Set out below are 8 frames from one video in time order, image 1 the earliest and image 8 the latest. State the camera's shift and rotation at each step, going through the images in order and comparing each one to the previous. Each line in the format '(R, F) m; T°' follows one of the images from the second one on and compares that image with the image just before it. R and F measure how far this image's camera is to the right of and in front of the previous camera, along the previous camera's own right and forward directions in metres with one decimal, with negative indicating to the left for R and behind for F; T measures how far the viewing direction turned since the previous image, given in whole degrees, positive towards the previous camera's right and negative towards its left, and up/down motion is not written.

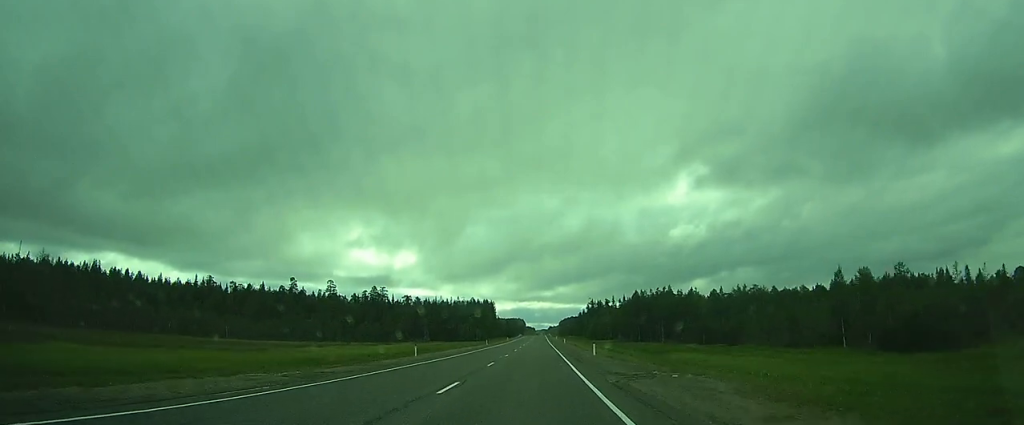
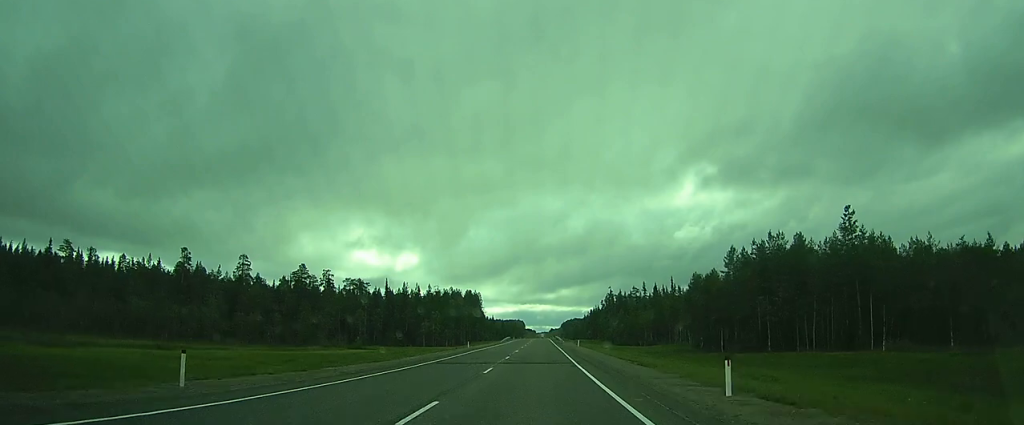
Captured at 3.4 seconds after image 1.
(0.0, +79.7) m; -1°
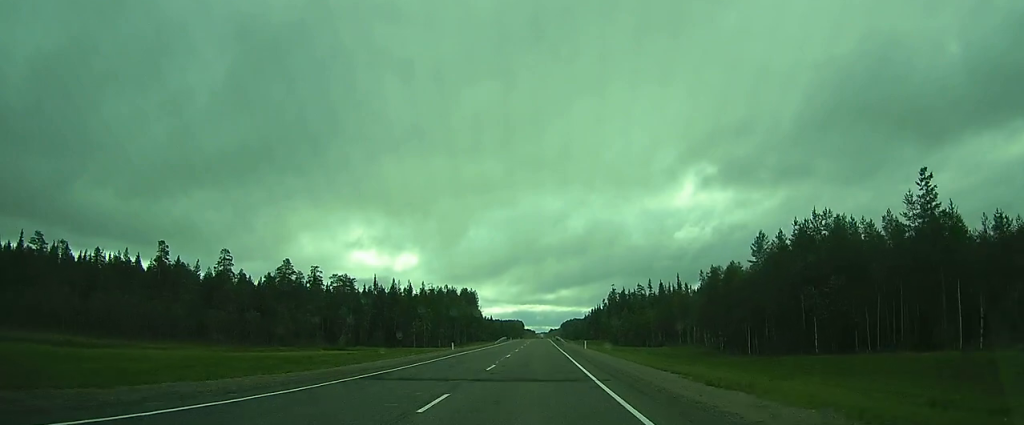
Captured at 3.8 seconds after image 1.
(0.0, +11.1) m; 0°
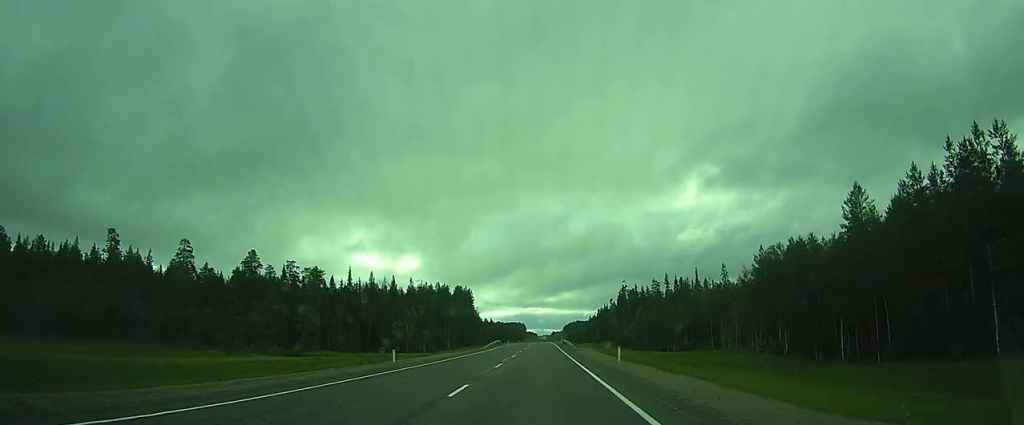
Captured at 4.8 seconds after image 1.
(-0.1, +22.3) m; 0°
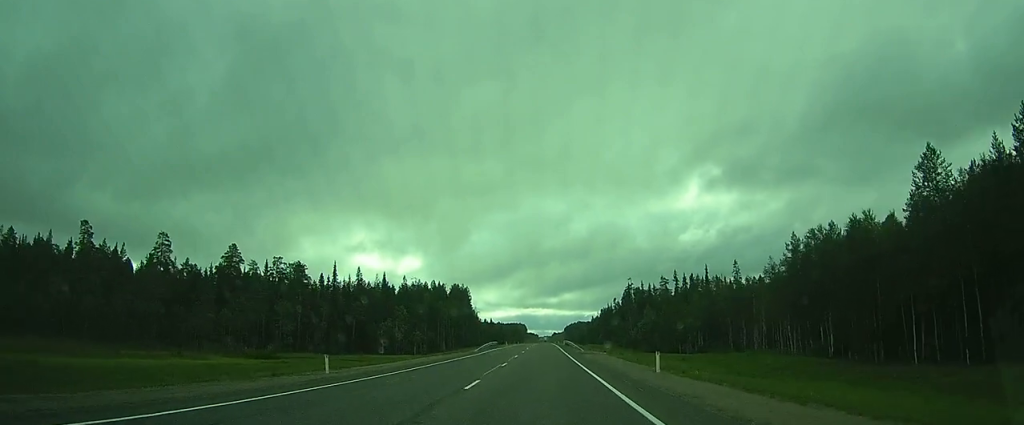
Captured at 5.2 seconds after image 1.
(0.0, +10.4) m; 0°
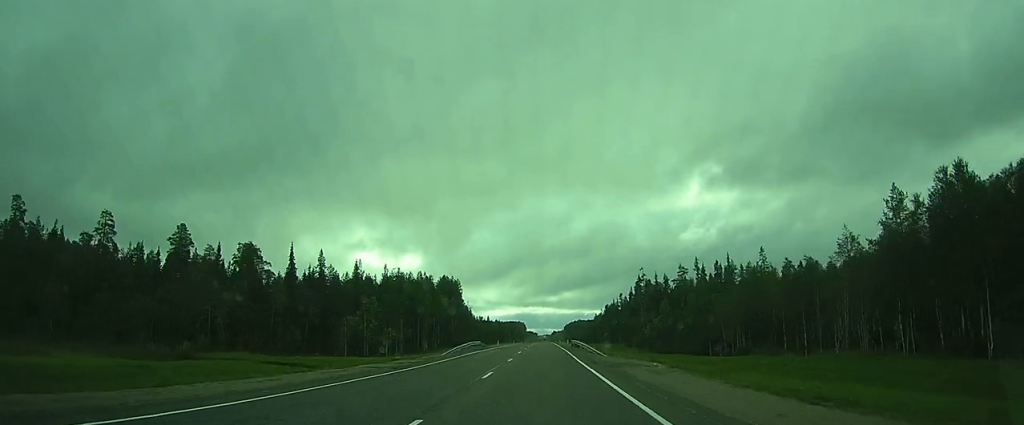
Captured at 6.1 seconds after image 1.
(0.0, +21.7) m; +1°
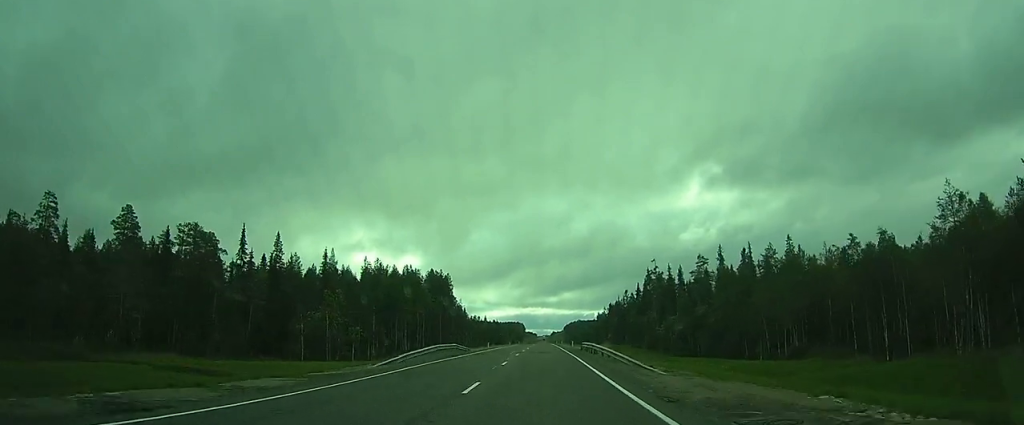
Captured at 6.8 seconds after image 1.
(+0.1, +17.8) m; +1°
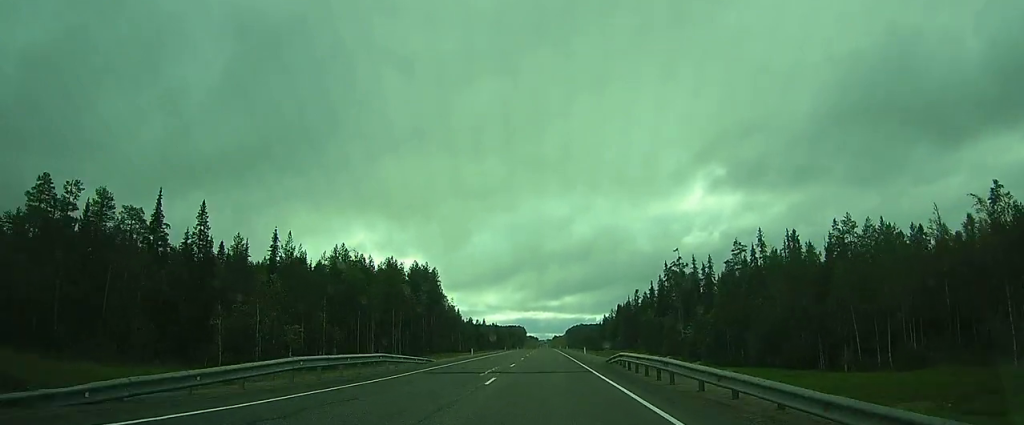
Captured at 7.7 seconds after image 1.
(+0.5, +21.8) m; +1°
